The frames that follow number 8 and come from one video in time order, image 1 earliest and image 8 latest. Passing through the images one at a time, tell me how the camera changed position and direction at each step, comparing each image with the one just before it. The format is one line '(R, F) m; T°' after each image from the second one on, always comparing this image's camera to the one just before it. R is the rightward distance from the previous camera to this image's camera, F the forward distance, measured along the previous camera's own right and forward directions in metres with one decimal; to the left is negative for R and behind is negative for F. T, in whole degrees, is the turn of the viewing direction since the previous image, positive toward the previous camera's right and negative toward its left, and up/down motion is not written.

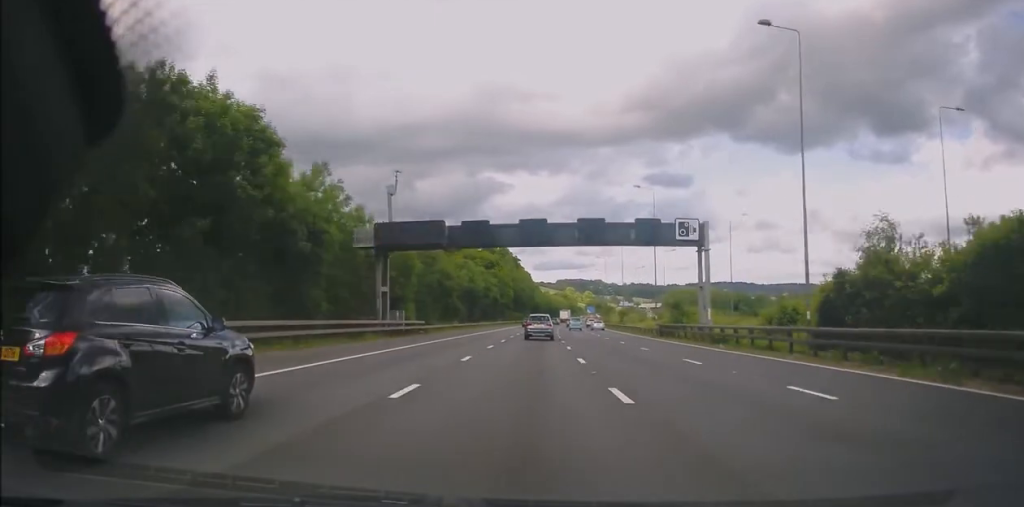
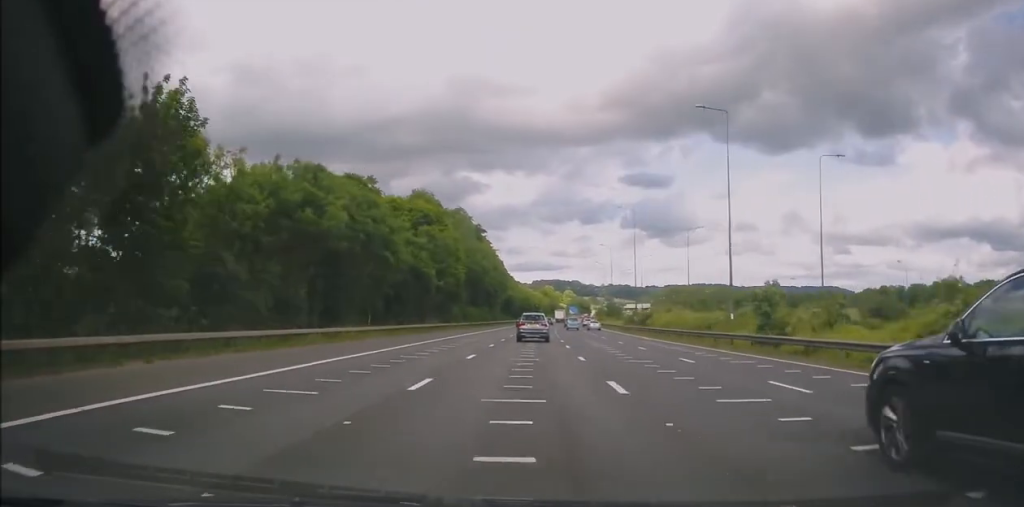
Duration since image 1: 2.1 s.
(+0.5, +62.5) m; +2°
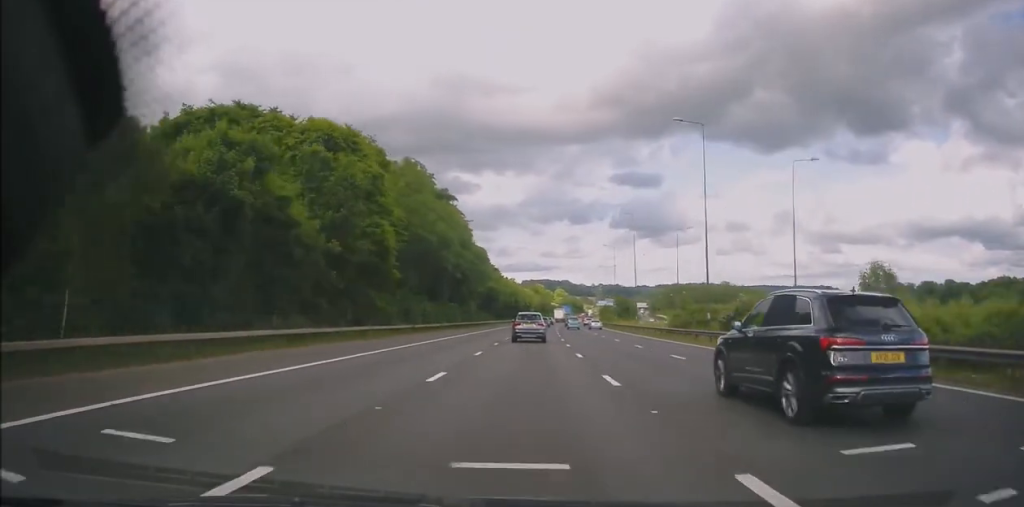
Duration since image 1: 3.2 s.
(+0.6, +34.3) m; +1°
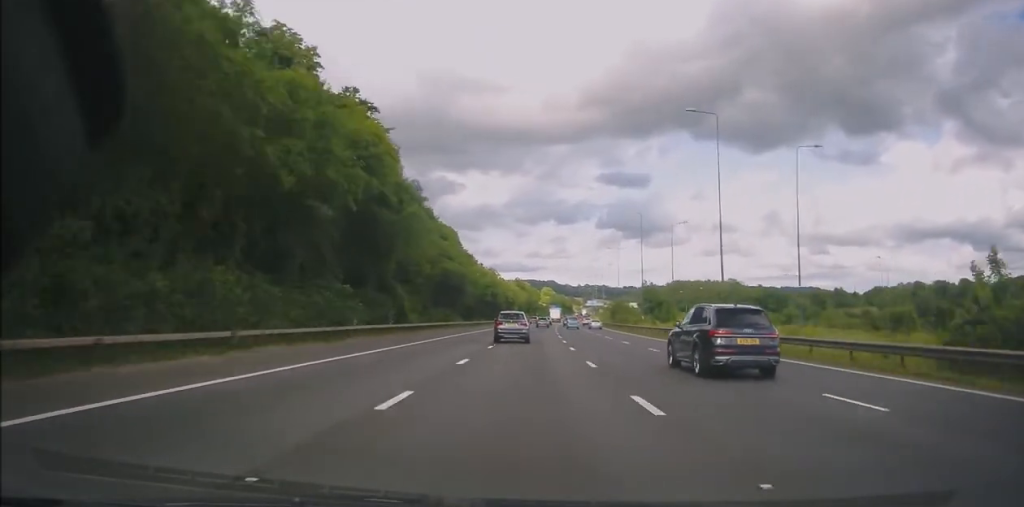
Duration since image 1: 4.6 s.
(-0.1, +40.1) m; +1°
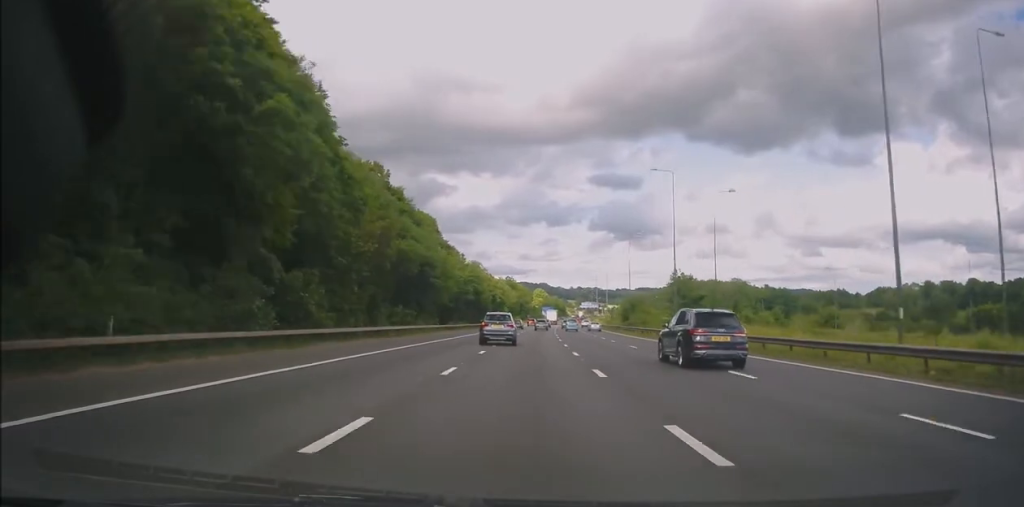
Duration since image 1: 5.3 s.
(+0.6, +20.7) m; +1°
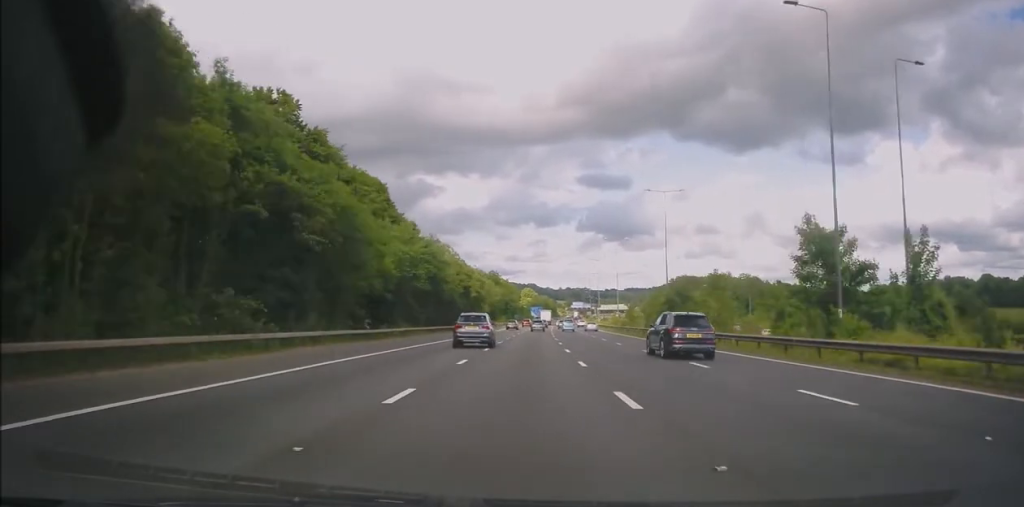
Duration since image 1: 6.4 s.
(+0.1, +31.9) m; +1°
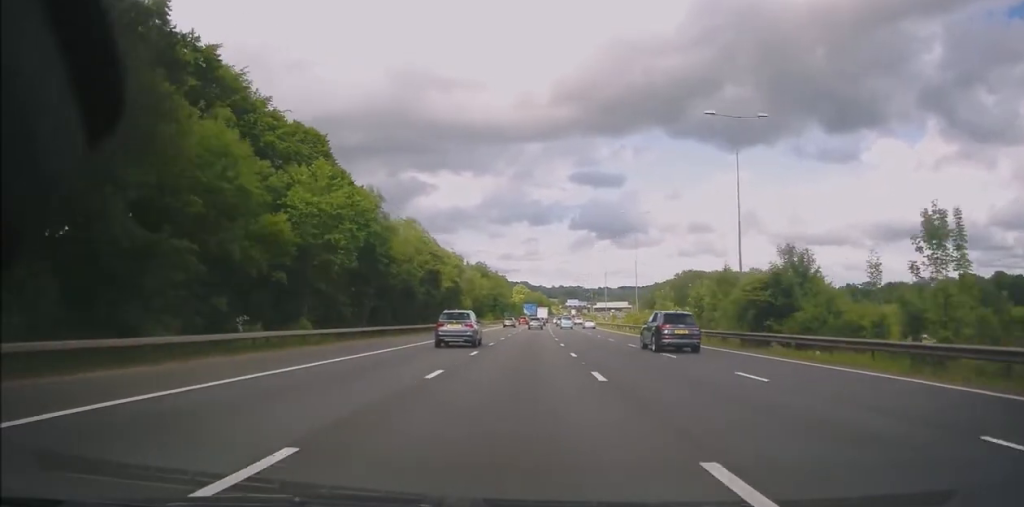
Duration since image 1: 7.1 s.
(+0.1, +23.3) m; +1°
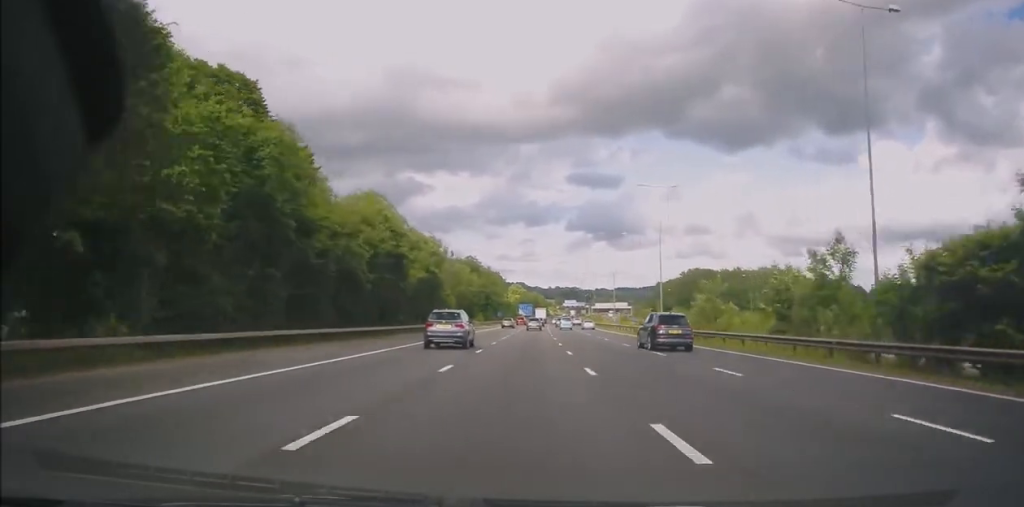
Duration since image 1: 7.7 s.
(+0.2, +16.3) m; +1°
